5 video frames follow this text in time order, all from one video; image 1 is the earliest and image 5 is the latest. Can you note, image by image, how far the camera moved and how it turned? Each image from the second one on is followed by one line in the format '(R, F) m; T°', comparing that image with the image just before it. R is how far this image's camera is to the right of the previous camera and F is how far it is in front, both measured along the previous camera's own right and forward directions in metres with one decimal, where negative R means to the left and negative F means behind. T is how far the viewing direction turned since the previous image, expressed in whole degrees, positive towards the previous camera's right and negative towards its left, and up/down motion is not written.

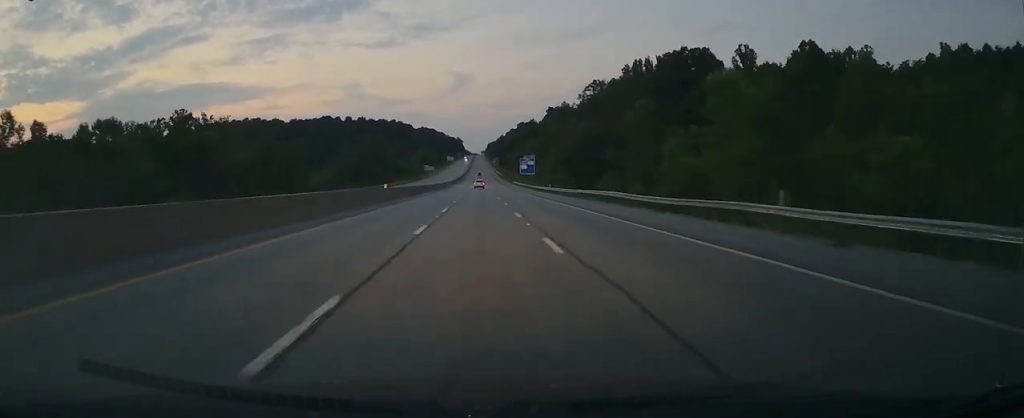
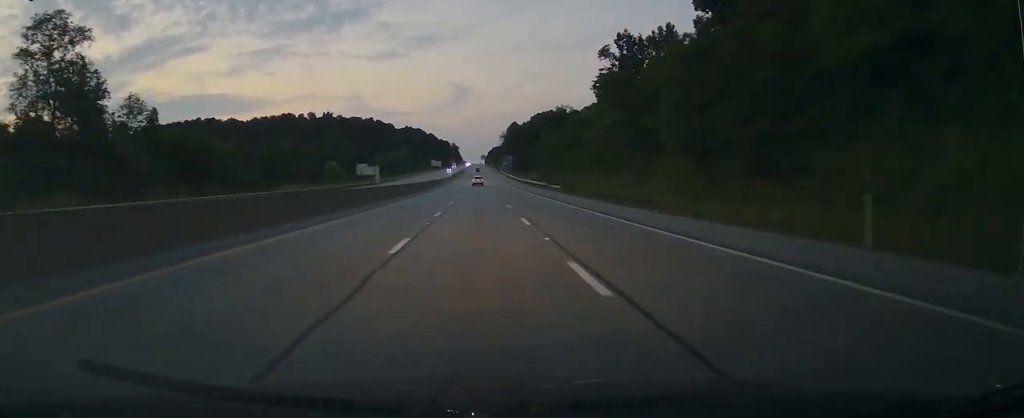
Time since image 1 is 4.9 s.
(+0.9, +172.6) m; 0°
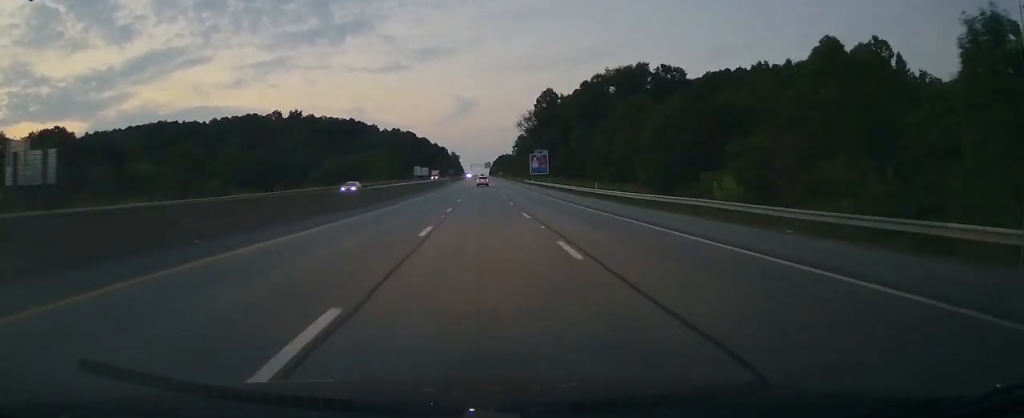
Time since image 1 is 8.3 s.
(-0.4, +115.9) m; 0°
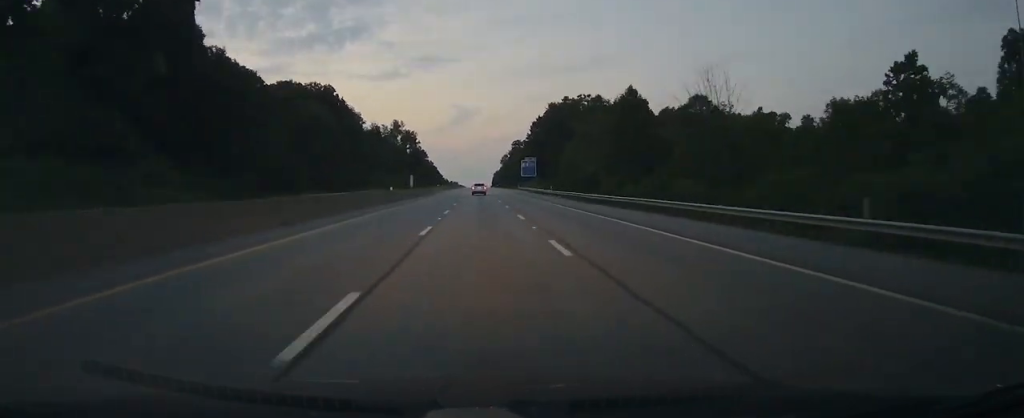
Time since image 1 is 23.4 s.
(+3.3, +507.2) m; 0°
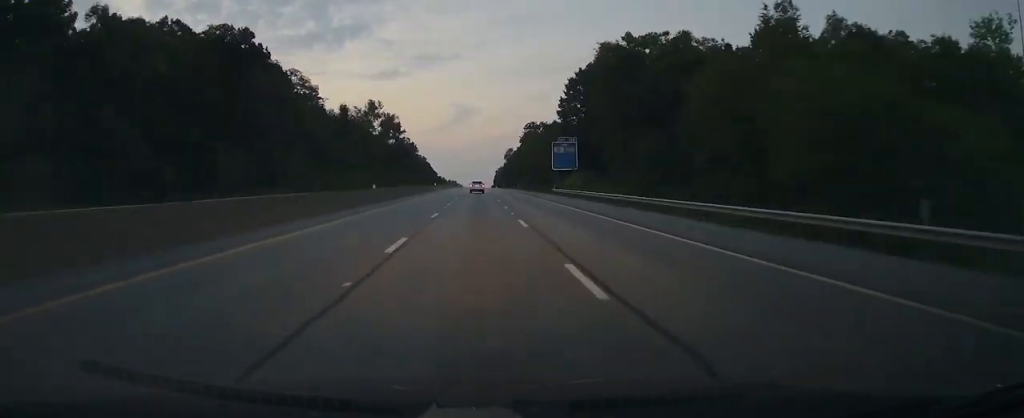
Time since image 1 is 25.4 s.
(-0.1, +65.8) m; 0°
